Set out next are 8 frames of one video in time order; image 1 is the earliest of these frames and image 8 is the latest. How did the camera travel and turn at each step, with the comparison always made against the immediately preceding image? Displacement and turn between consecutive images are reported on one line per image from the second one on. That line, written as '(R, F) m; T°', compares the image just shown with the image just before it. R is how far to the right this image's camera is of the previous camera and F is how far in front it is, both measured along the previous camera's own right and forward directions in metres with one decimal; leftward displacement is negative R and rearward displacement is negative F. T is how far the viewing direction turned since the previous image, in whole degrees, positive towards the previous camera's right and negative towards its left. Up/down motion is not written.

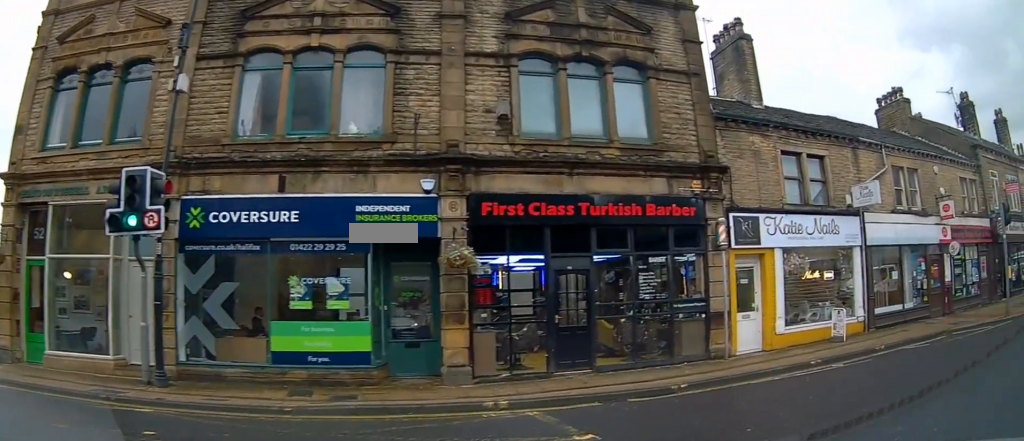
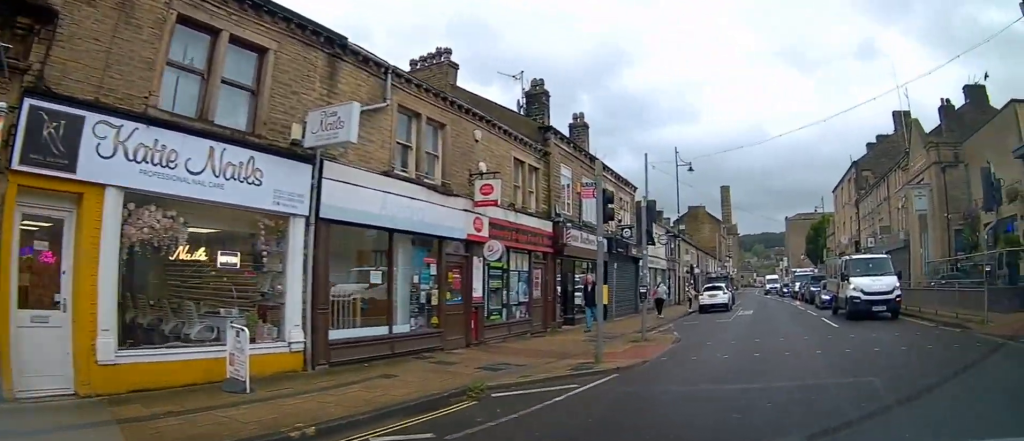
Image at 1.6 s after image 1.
(+3.1, +7.1) m; +42°
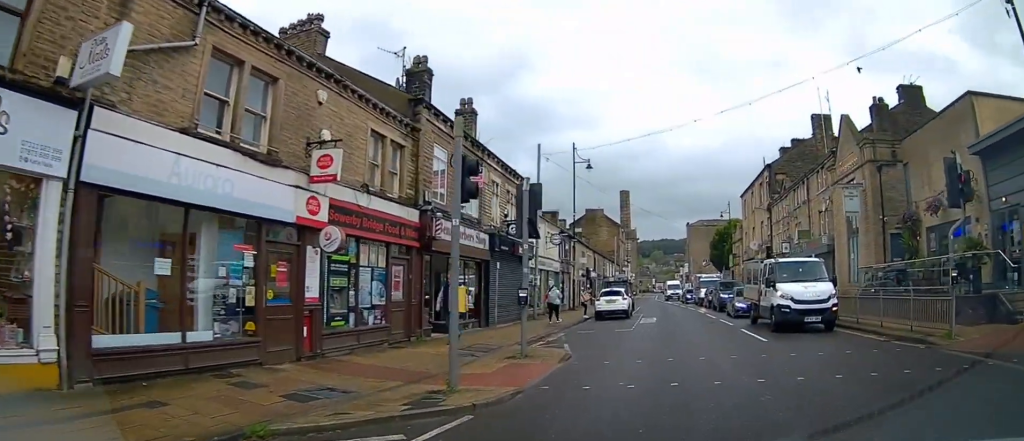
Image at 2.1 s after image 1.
(+0.3, +2.8) m; +10°
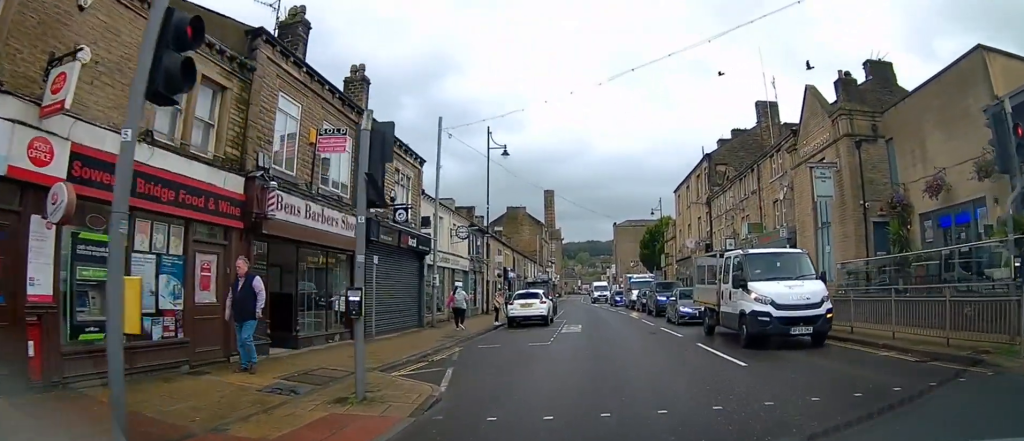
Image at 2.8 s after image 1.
(+0.7, +4.5) m; +9°
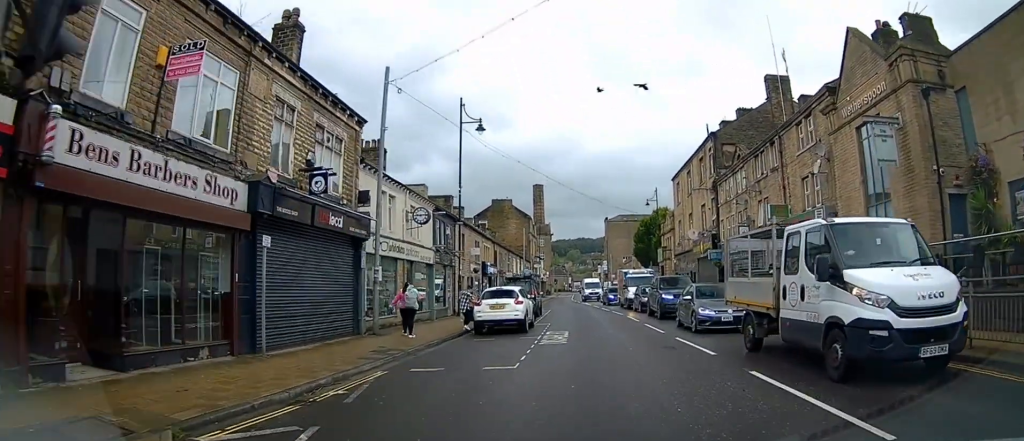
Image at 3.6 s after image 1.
(+0.2, +5.4) m; +2°
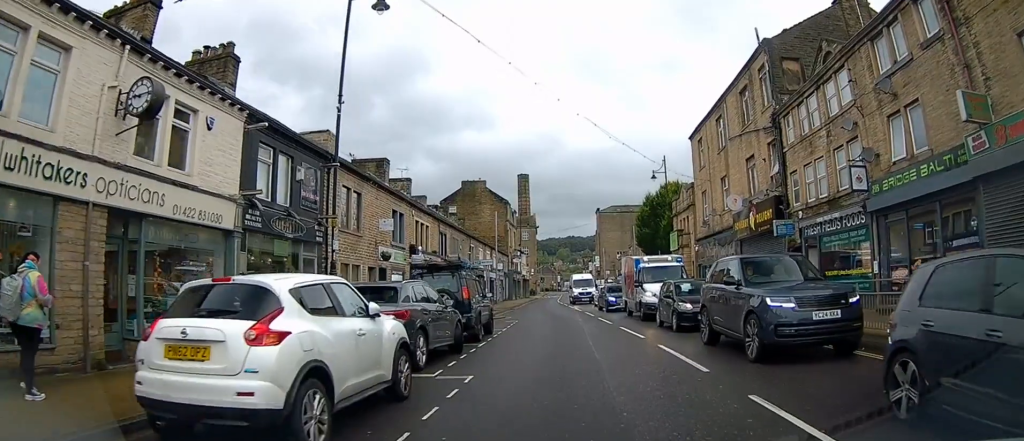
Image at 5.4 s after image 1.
(+0.5, +14.2) m; +2°
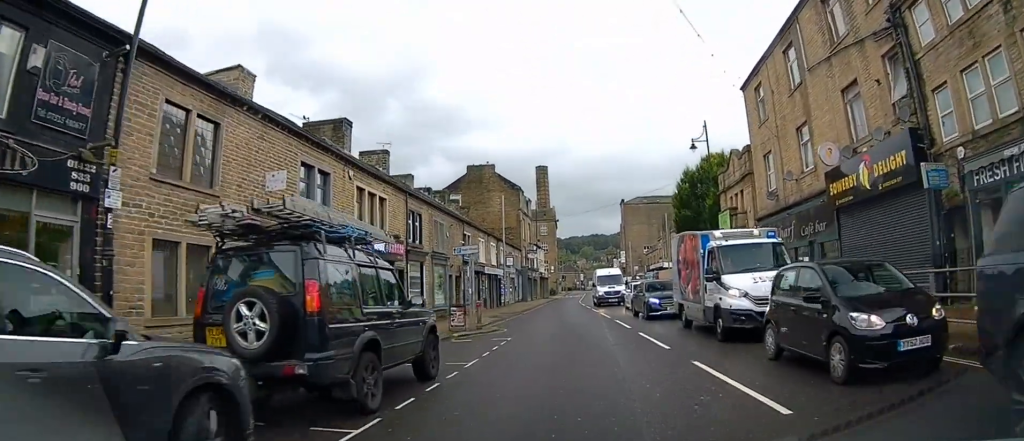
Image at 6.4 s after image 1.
(-0.1, +9.3) m; -1°
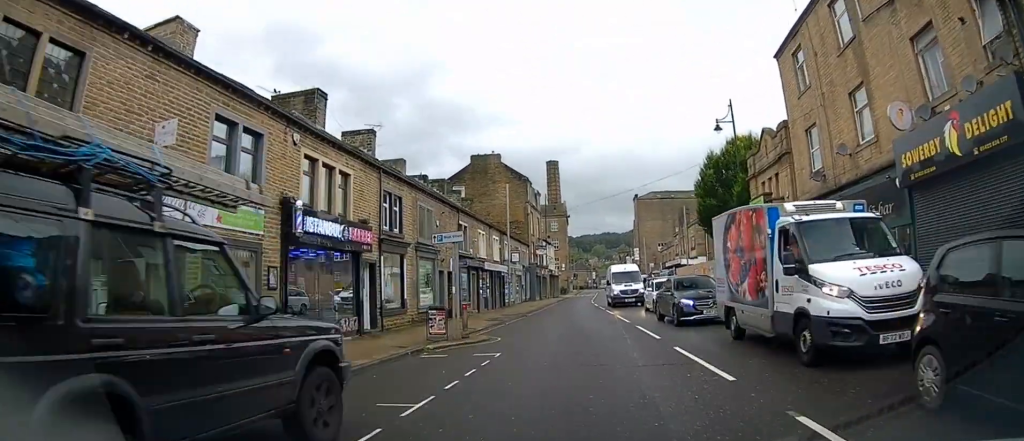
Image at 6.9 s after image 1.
(-0.2, +4.3) m; 0°
